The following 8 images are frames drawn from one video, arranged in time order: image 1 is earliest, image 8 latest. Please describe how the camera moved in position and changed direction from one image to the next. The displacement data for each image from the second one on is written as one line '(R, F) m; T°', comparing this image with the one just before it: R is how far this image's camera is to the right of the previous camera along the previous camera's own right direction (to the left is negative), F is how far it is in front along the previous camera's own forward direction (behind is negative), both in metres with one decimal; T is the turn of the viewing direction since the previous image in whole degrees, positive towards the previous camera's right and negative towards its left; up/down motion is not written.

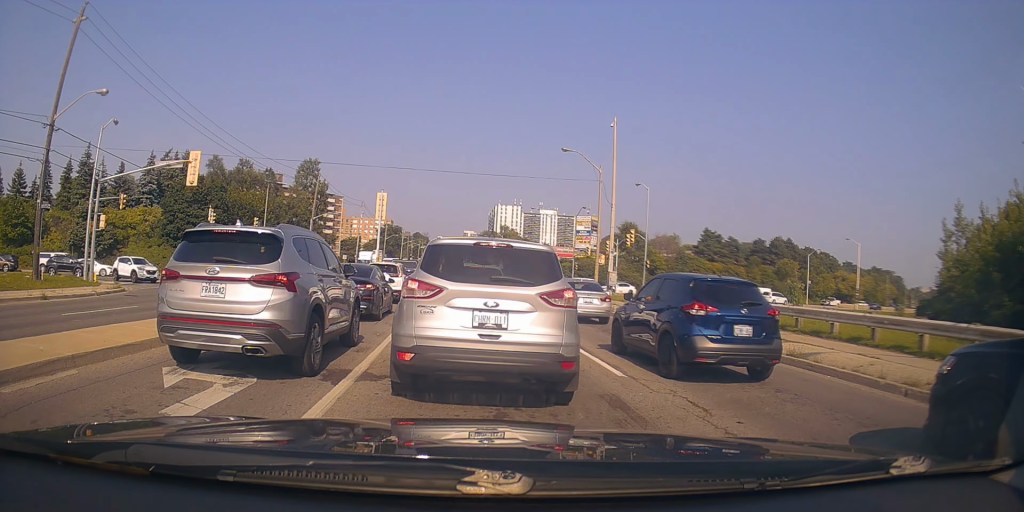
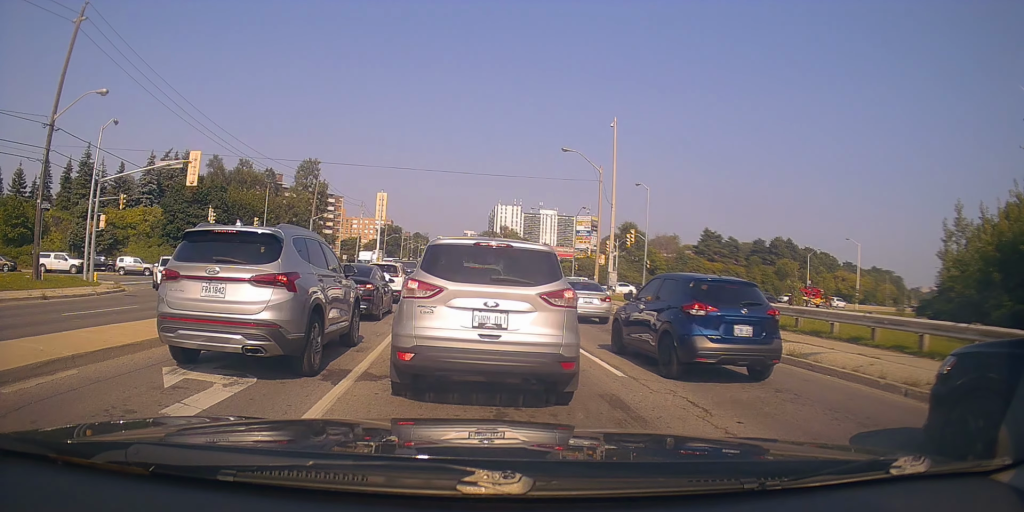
(0.0, 0.0) m; 0°
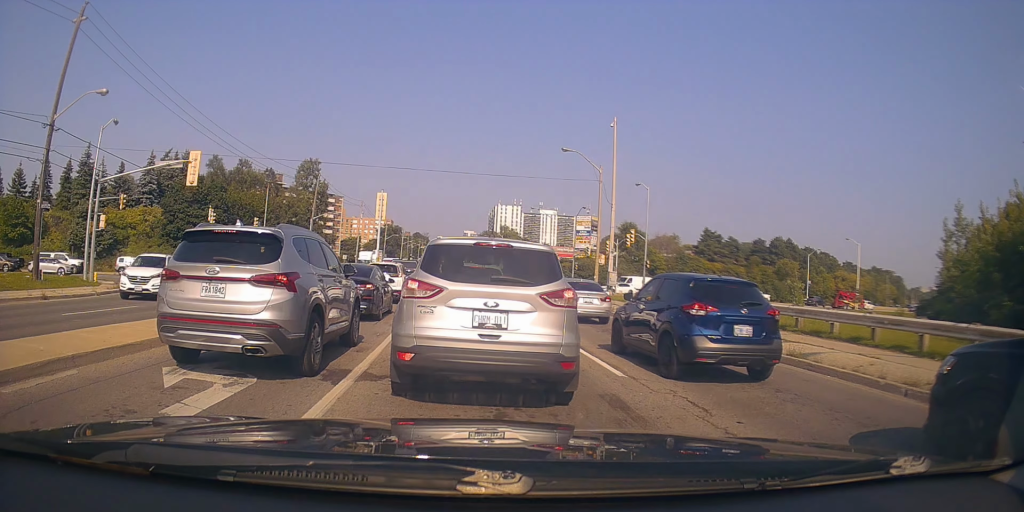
(0.0, 0.0) m; 0°
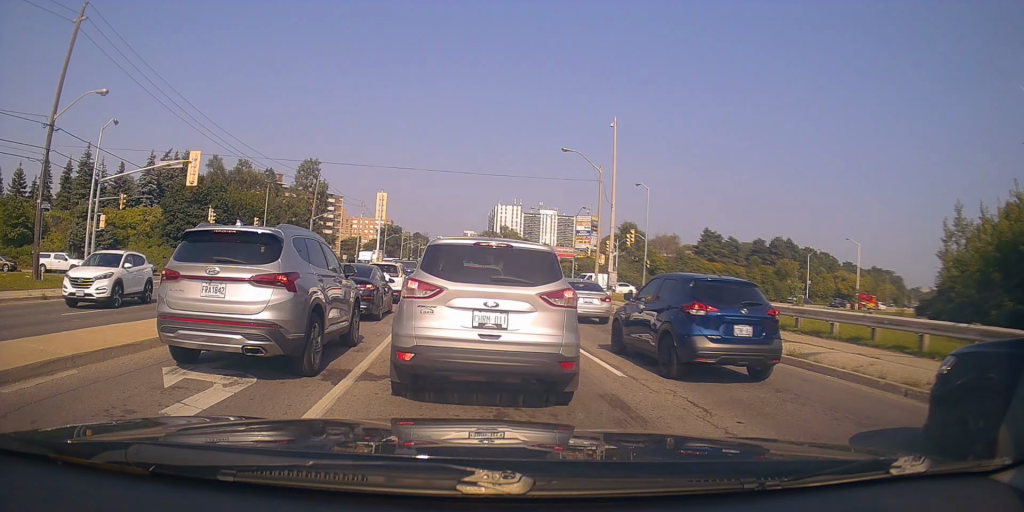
(0.0, 0.0) m; 0°
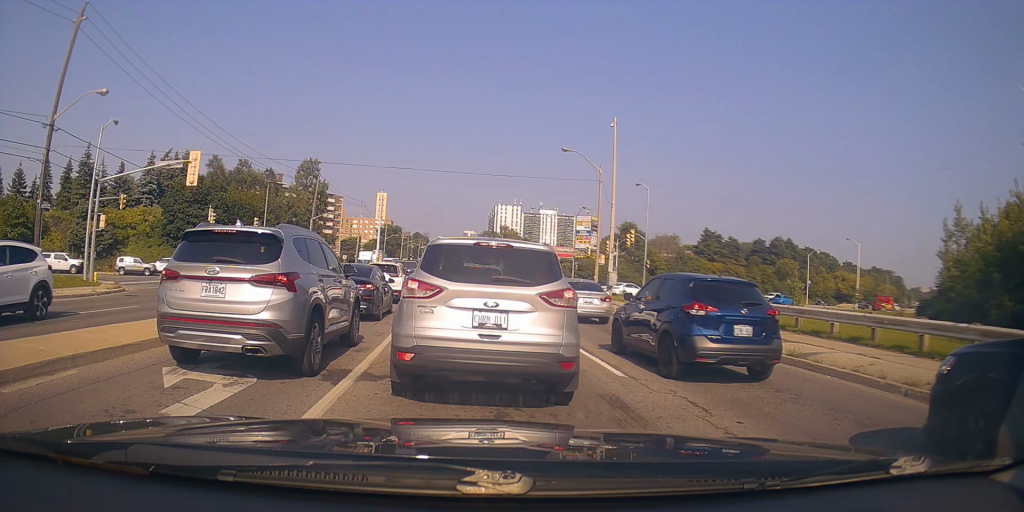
(0.0, 0.0) m; 0°
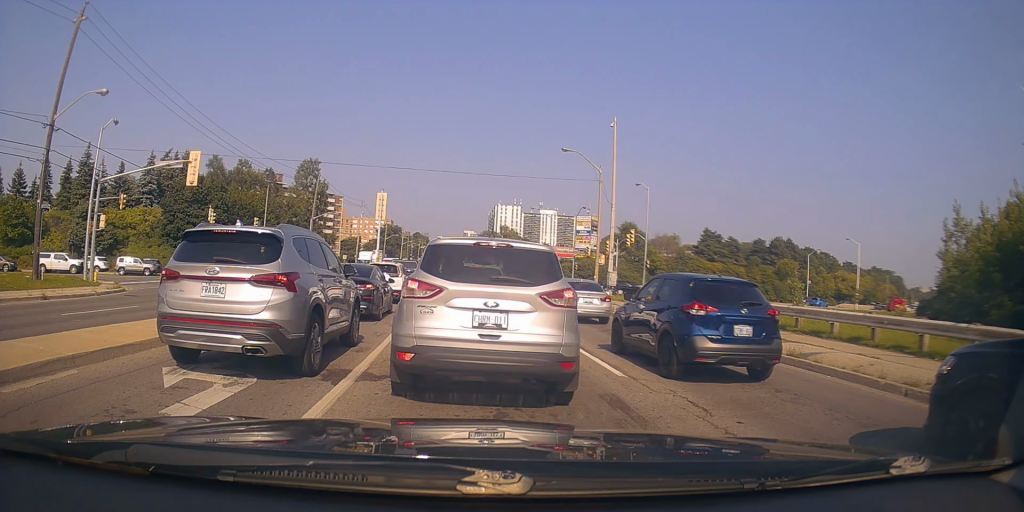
(0.0, 0.0) m; 0°
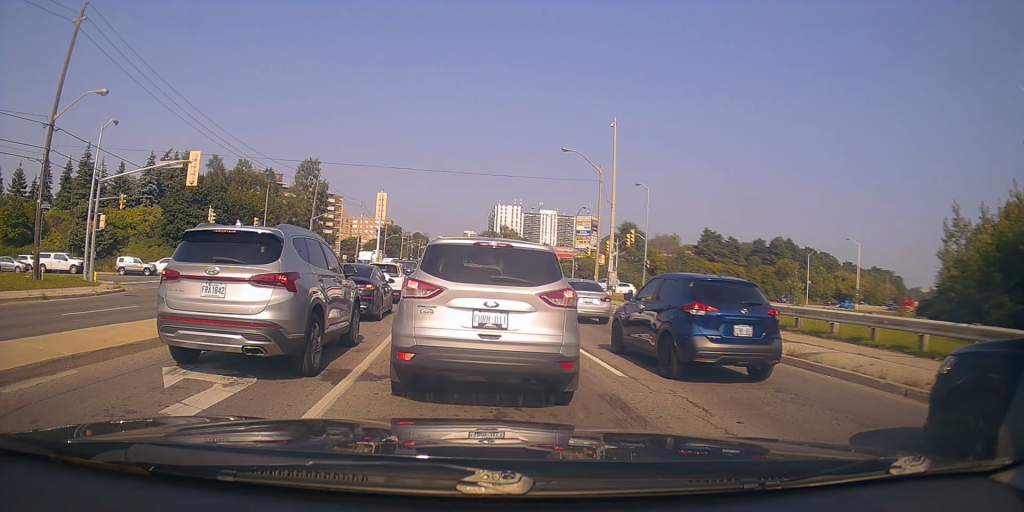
(0.0, 0.0) m; 0°
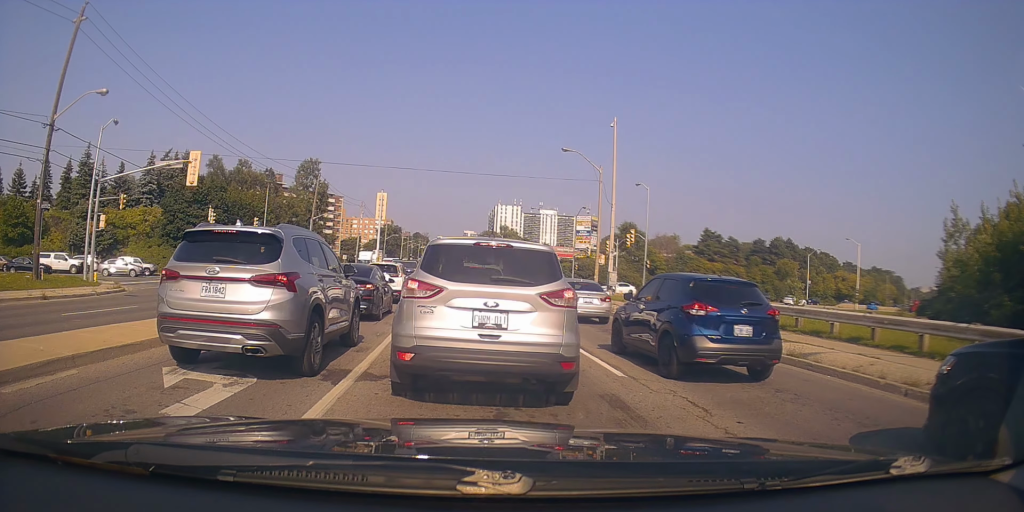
(0.0, 0.0) m; 0°
